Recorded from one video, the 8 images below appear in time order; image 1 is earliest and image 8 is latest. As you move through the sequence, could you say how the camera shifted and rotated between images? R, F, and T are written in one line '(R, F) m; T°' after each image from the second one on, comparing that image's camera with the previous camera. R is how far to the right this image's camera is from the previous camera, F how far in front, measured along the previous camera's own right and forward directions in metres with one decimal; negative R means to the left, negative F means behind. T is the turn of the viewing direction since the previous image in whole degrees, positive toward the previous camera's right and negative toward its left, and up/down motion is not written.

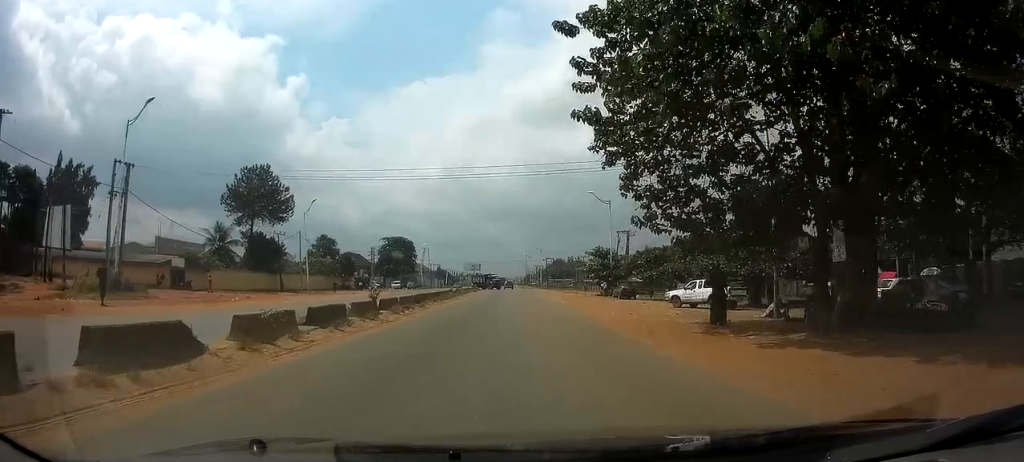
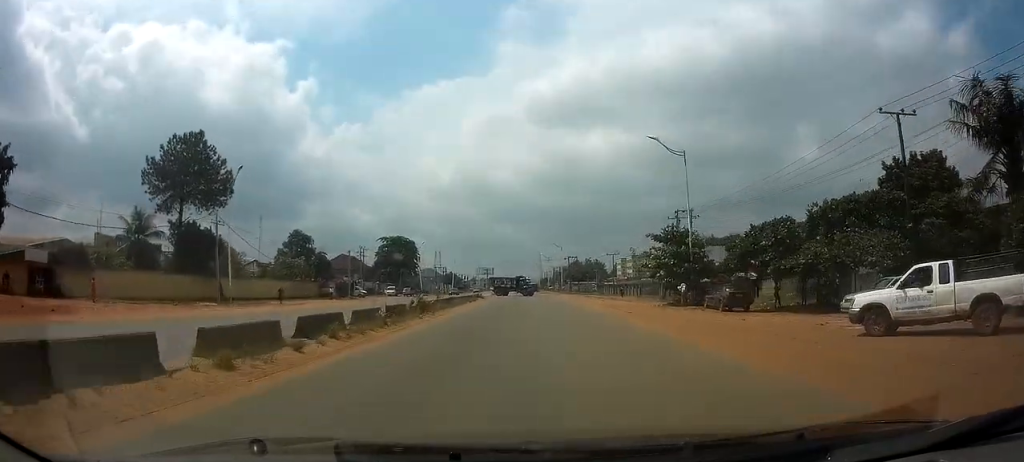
(-0.2, +23.6) m; -1°
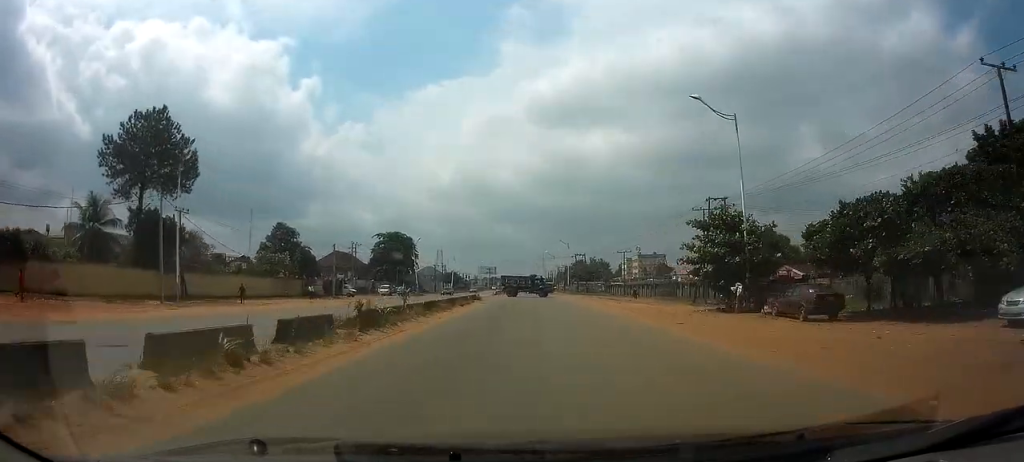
(-0.1, +8.6) m; 0°
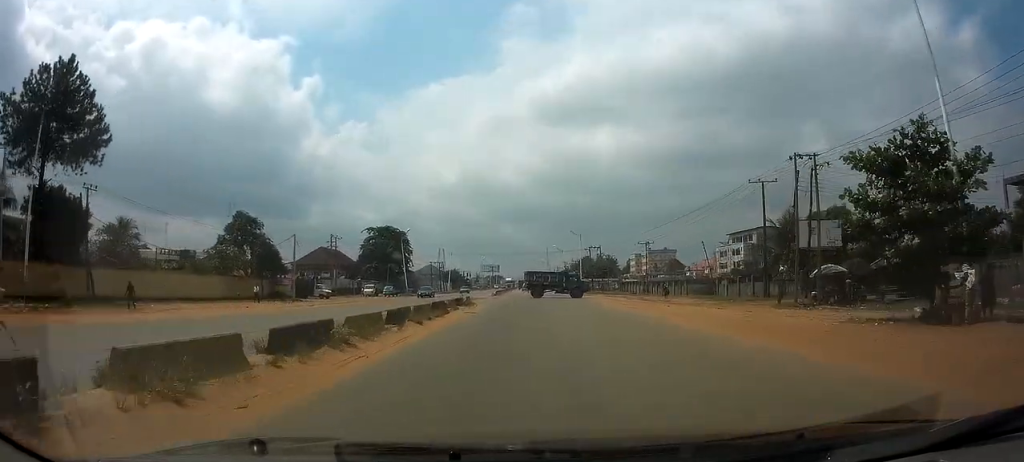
(-0.1, +15.8) m; 0°
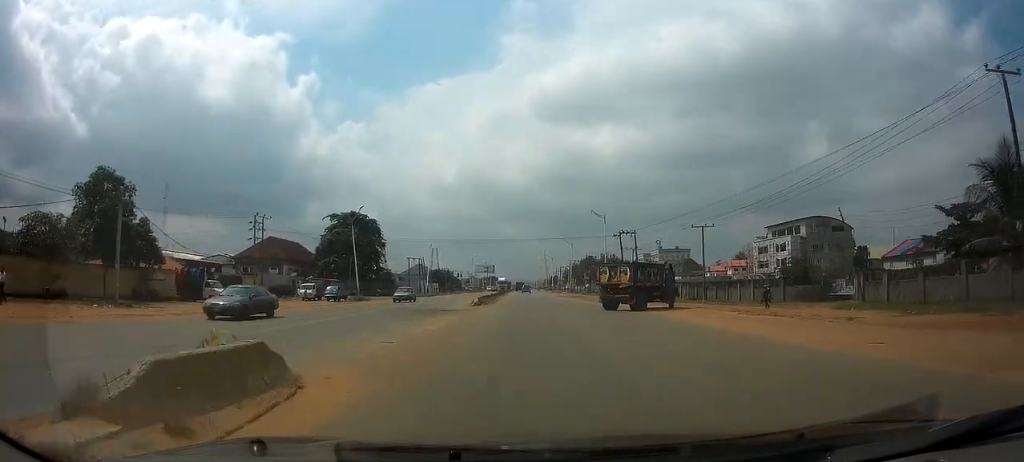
(0.0, +29.9) m; 0°
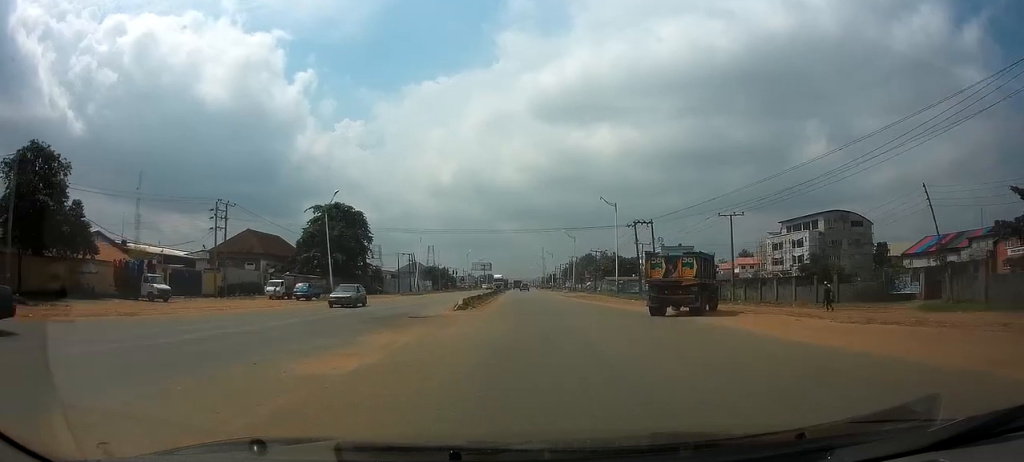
(0.0, +9.3) m; 0°
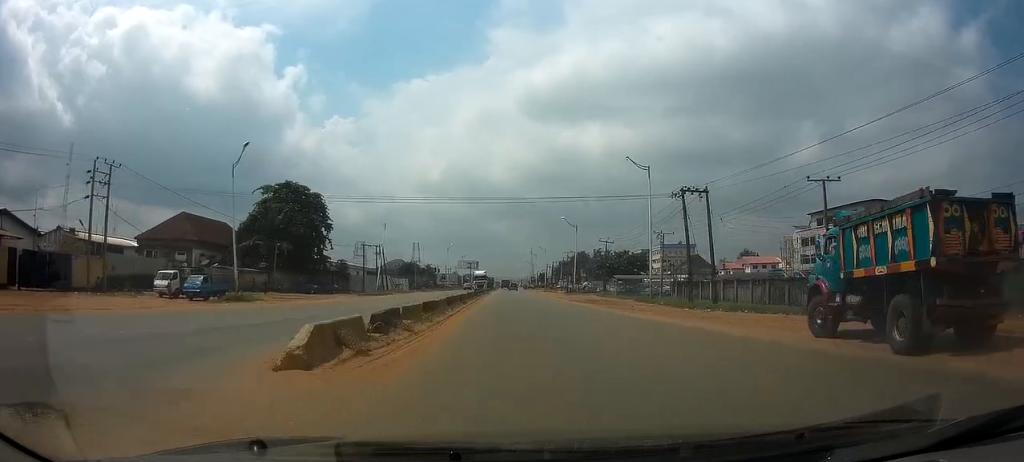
(+0.1, +19.9) m; +1°
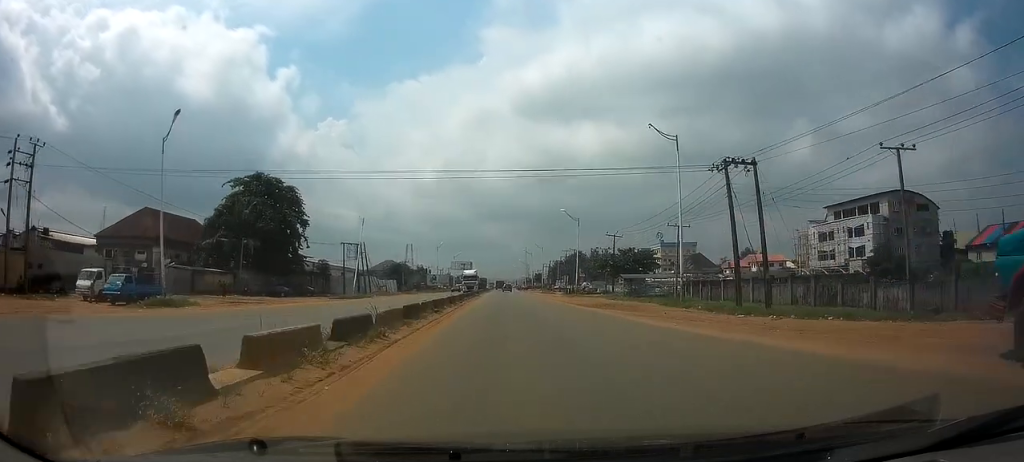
(+0.1, +9.7) m; +1°
